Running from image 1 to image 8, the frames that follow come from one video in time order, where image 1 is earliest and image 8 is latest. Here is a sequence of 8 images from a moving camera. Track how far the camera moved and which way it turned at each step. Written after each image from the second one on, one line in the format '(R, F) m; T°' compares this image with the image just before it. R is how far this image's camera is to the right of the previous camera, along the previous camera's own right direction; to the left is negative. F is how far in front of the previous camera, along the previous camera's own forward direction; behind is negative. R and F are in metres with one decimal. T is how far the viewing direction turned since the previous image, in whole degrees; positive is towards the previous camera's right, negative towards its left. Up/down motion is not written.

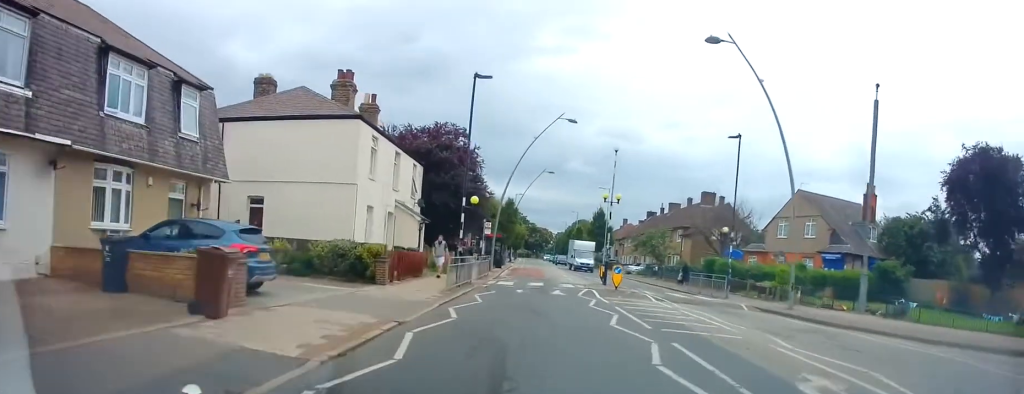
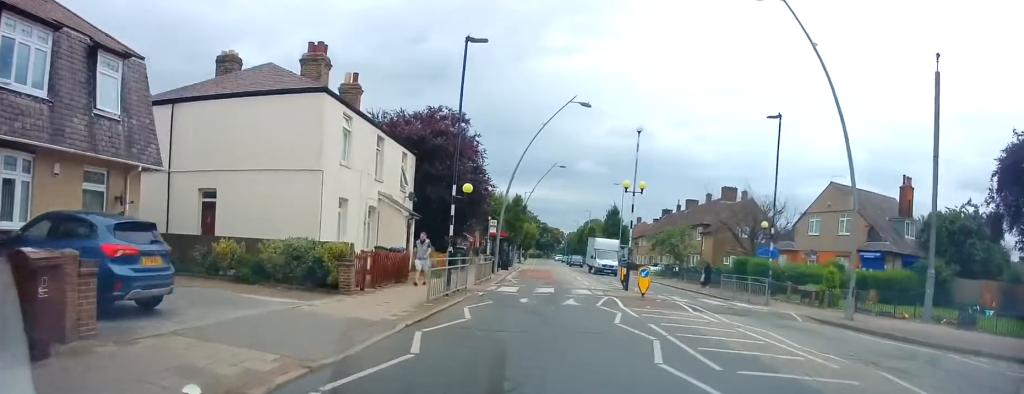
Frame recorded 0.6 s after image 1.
(0.0, +4.0) m; 0°
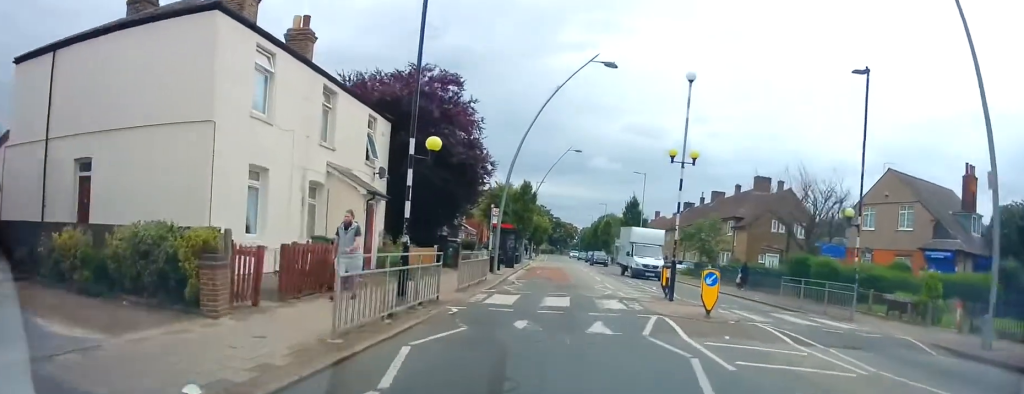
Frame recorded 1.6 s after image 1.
(0.0, +6.4) m; -1°
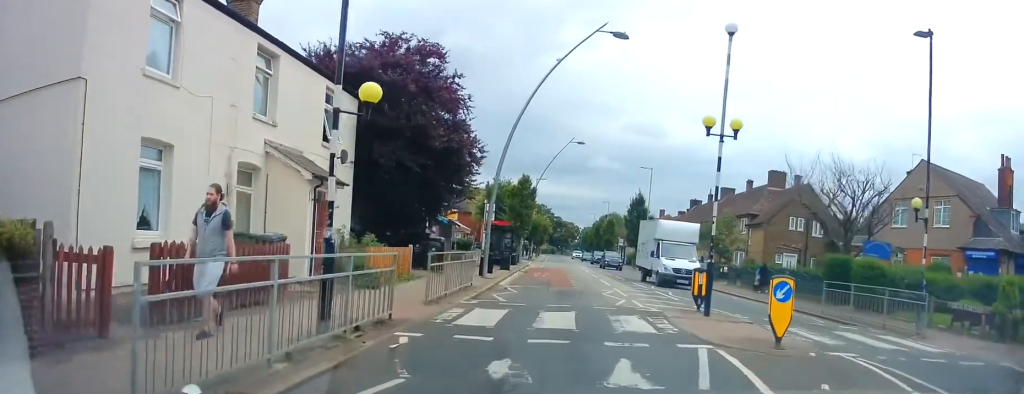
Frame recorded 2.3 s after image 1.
(+0.1, +3.8) m; -3°
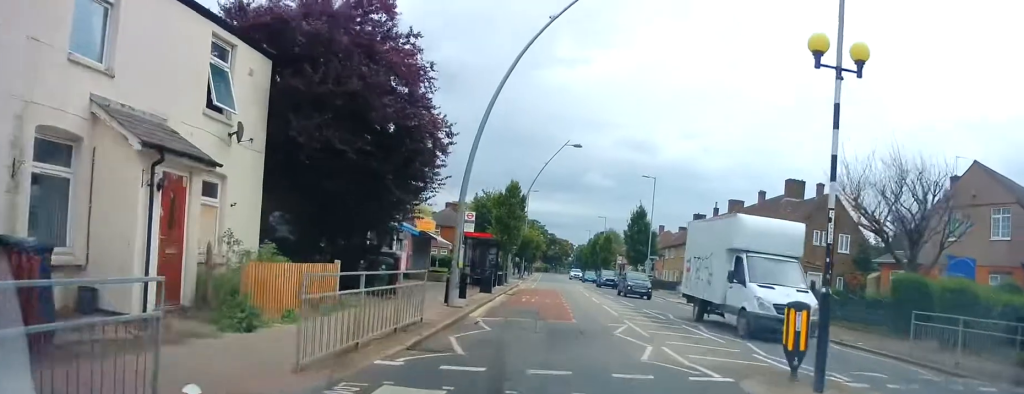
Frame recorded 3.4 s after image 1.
(-0.5, +5.7) m; -6°
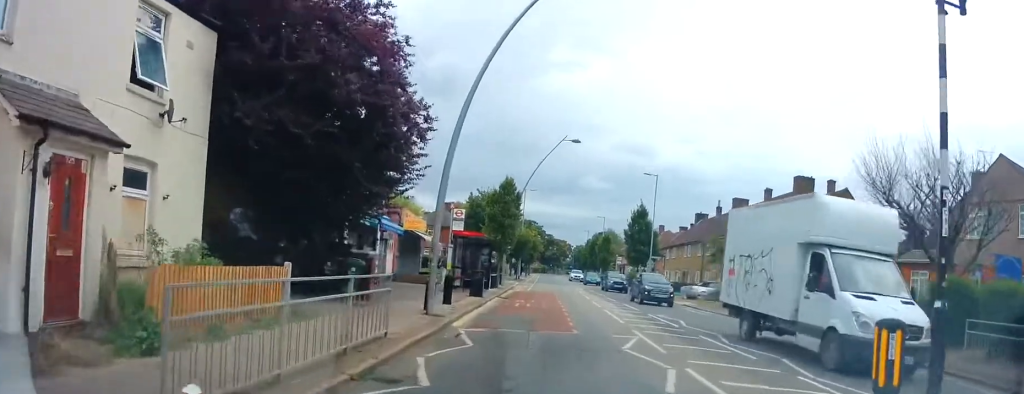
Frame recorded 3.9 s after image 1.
(0.0, +2.4) m; +3°
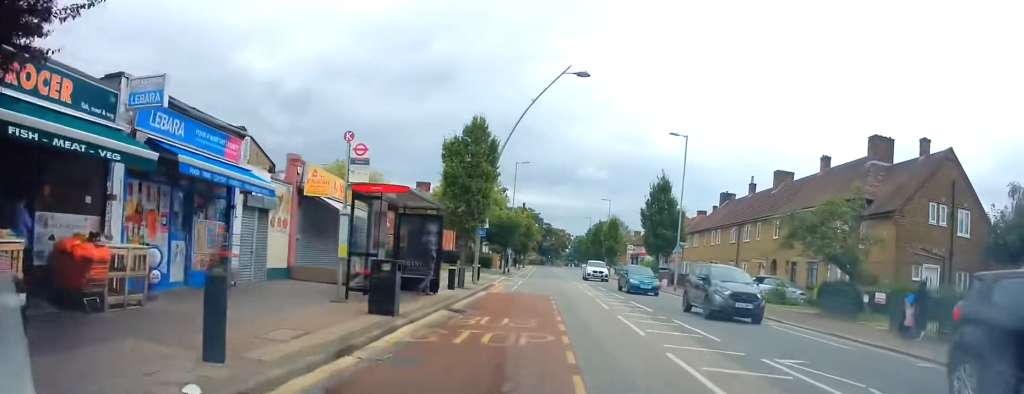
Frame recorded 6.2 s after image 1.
(+1.2, +11.9) m; +6°
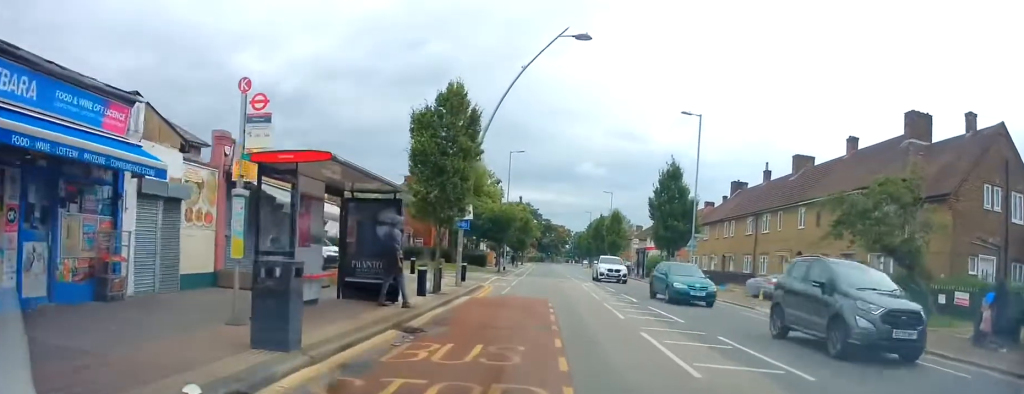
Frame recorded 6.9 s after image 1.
(0.0, +4.5) m; -3°
